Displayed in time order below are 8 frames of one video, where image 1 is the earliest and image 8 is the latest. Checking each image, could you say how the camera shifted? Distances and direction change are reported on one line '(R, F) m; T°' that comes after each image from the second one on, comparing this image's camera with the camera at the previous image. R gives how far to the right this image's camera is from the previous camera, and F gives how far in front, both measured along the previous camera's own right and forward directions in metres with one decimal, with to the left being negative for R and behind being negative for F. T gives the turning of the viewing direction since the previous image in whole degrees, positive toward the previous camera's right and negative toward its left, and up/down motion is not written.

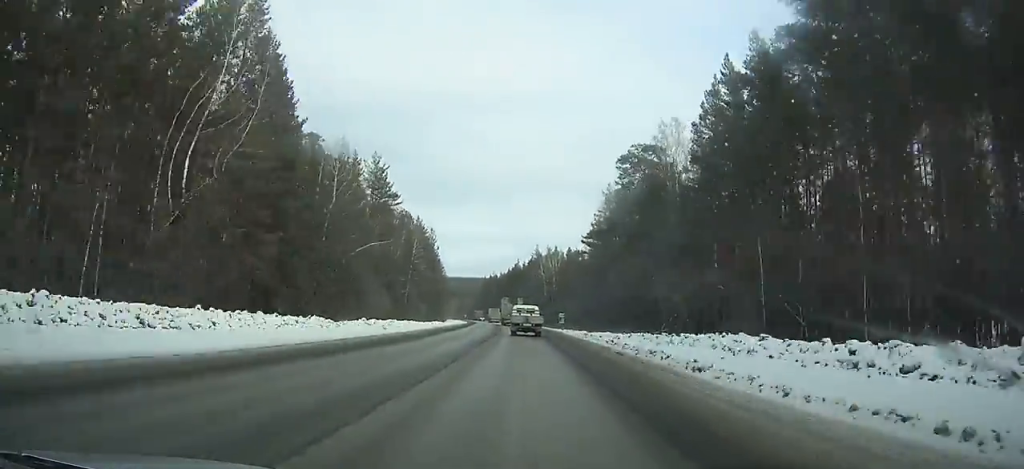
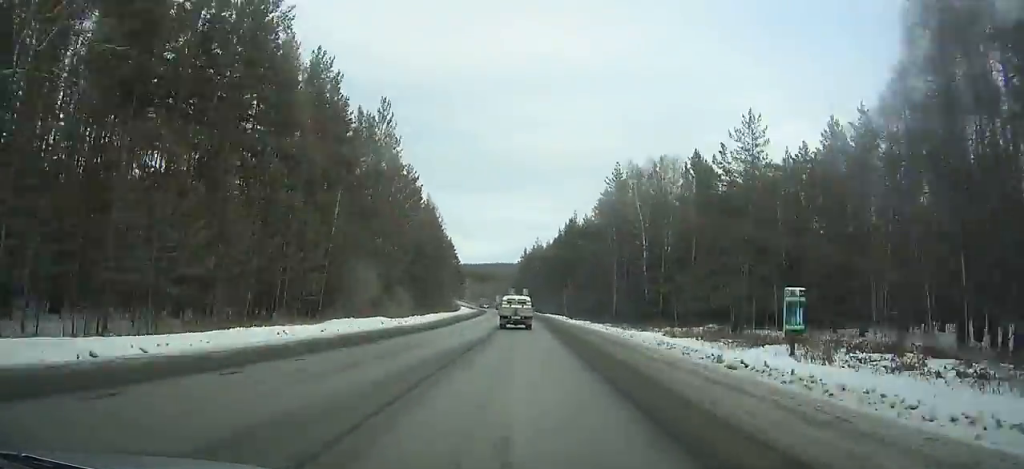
(-3.4, +106.5) m; -4°
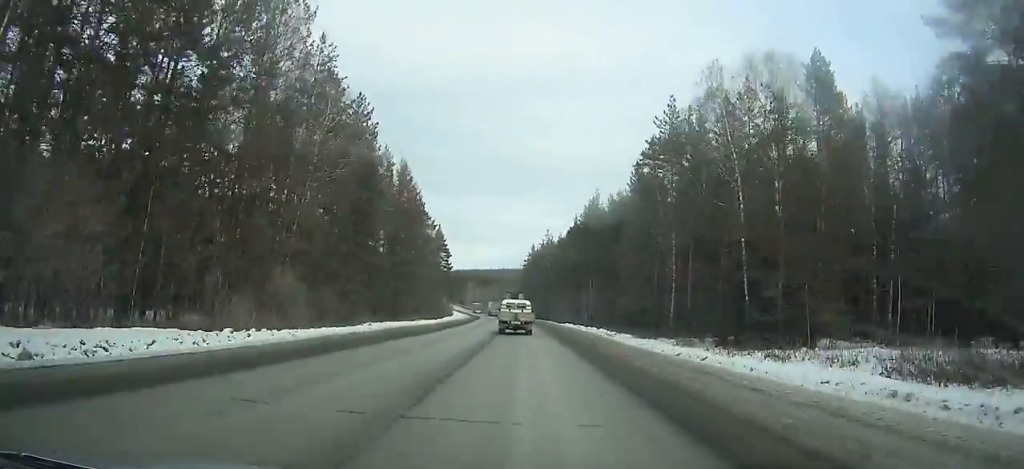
(-0.5, +36.5) m; -1°
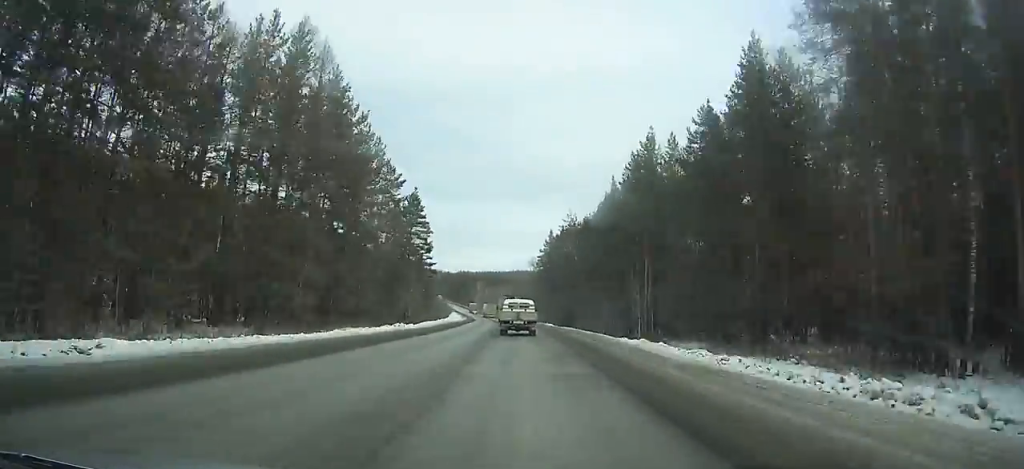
(-0.2, +46.5) m; -1°
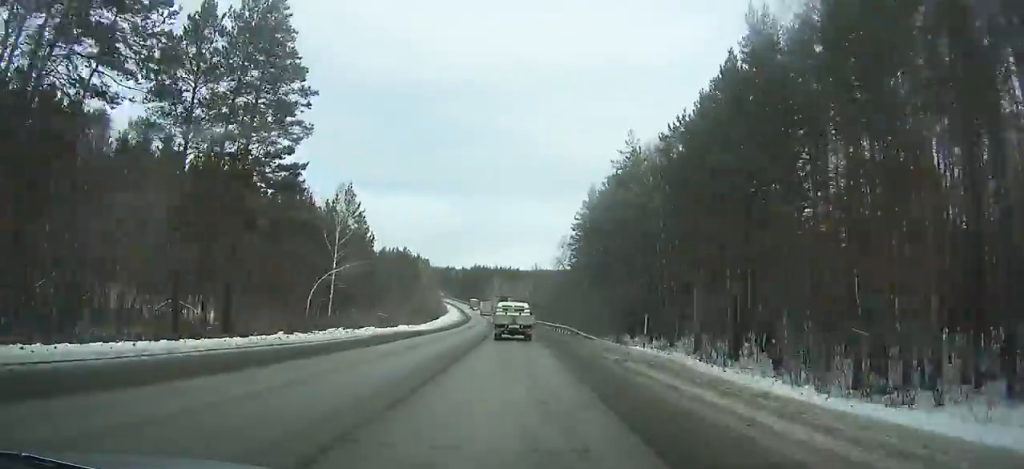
(-1.3, +61.9) m; -3°
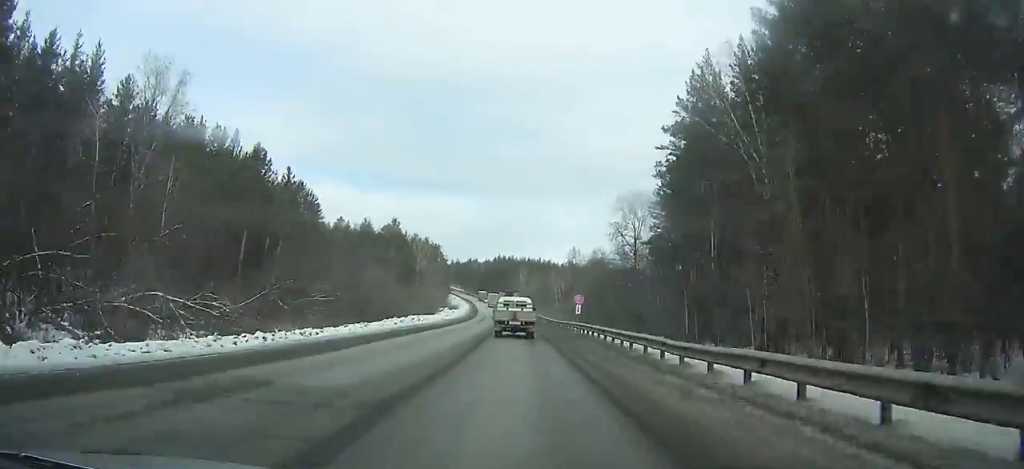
(-1.5, +56.8) m; -2°
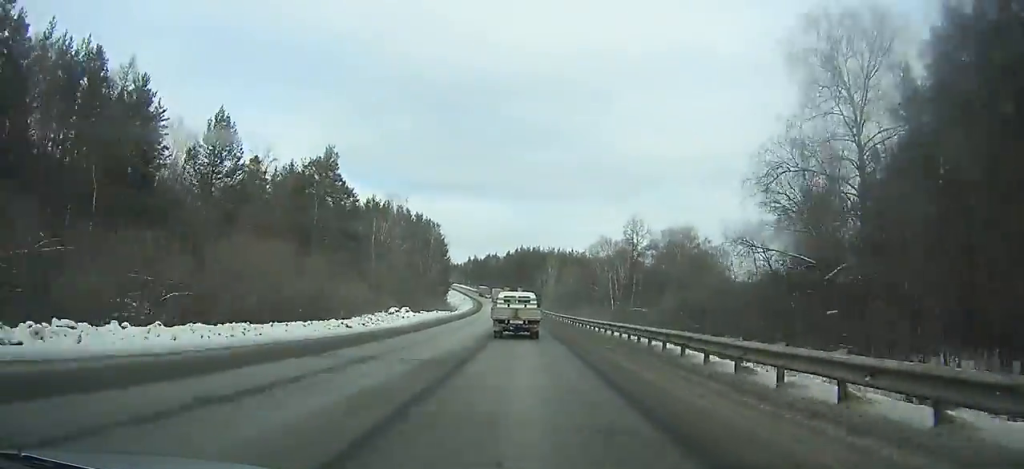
(-1.5, +63.9) m; -3°
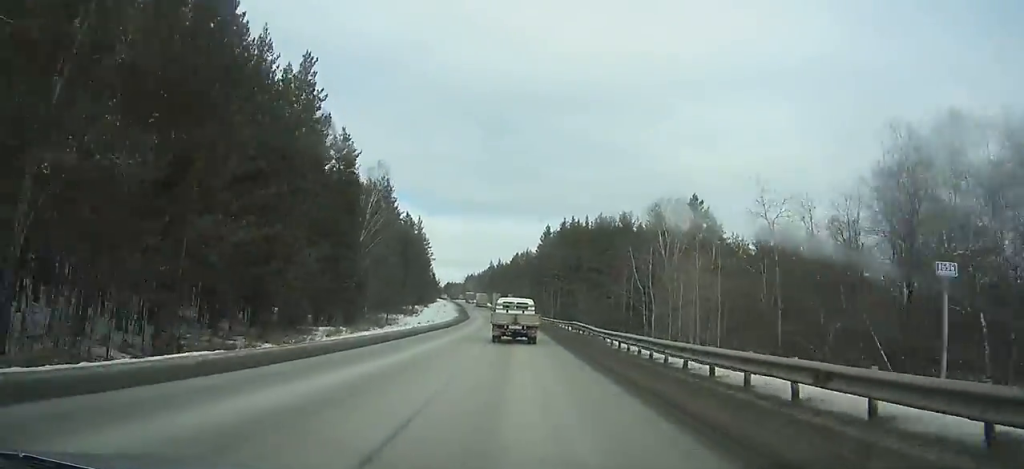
(-5.3, +132.4) m; -5°
